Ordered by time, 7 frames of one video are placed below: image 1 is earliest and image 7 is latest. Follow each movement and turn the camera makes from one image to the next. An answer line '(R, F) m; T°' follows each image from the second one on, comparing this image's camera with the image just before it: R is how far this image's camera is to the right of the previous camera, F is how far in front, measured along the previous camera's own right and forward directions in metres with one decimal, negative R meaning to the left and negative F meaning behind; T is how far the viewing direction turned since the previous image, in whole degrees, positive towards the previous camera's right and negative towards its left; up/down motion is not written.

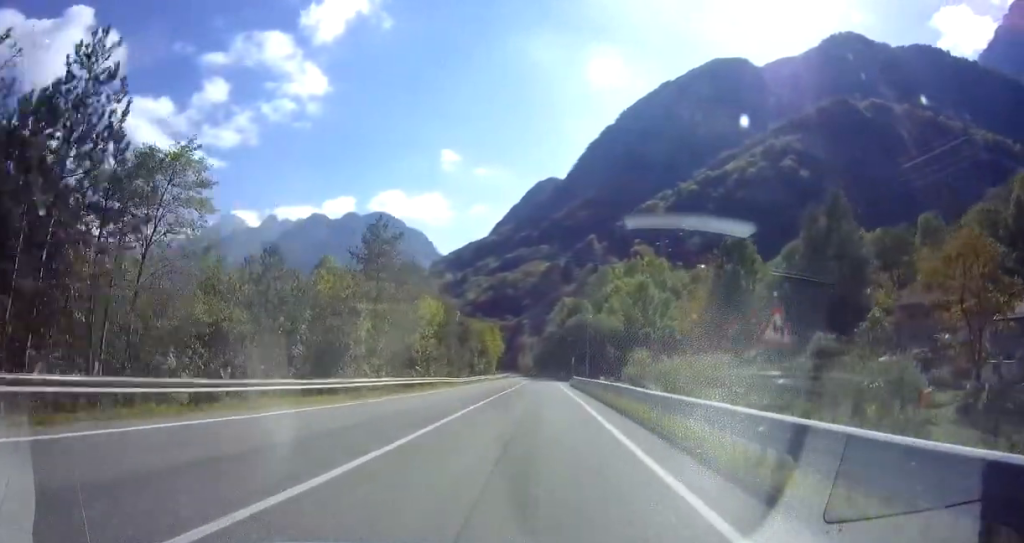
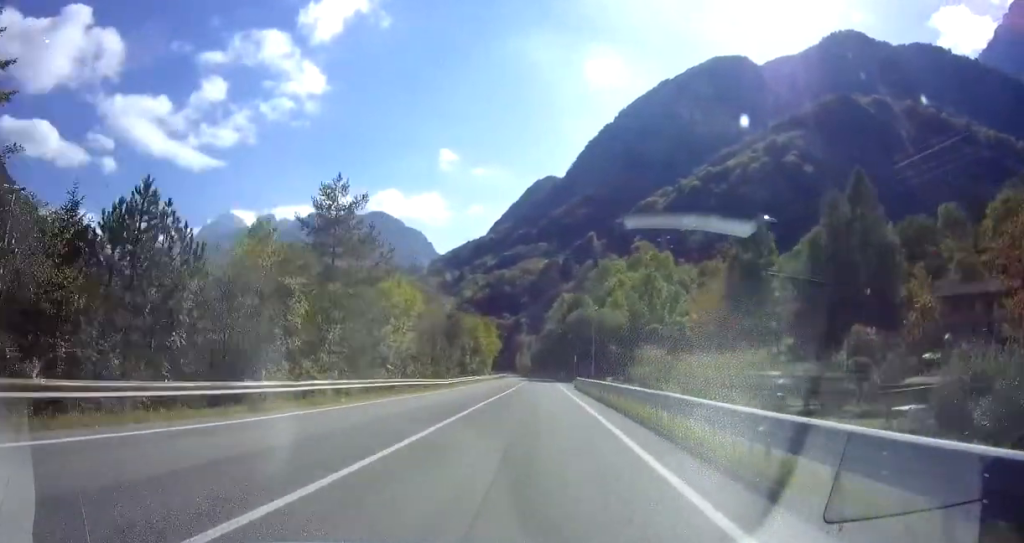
(0.0, +8.4) m; 0°
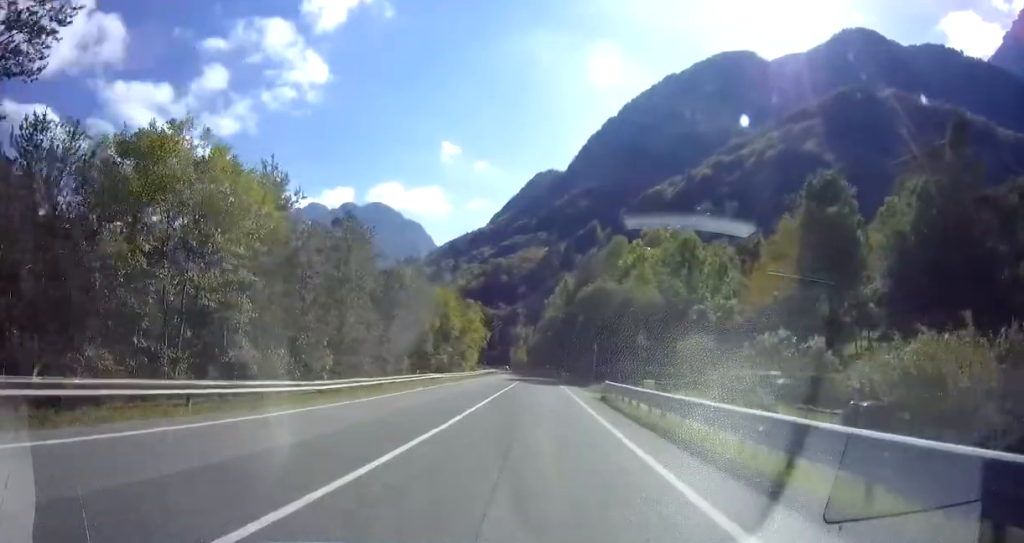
(0.0, +25.3) m; 0°
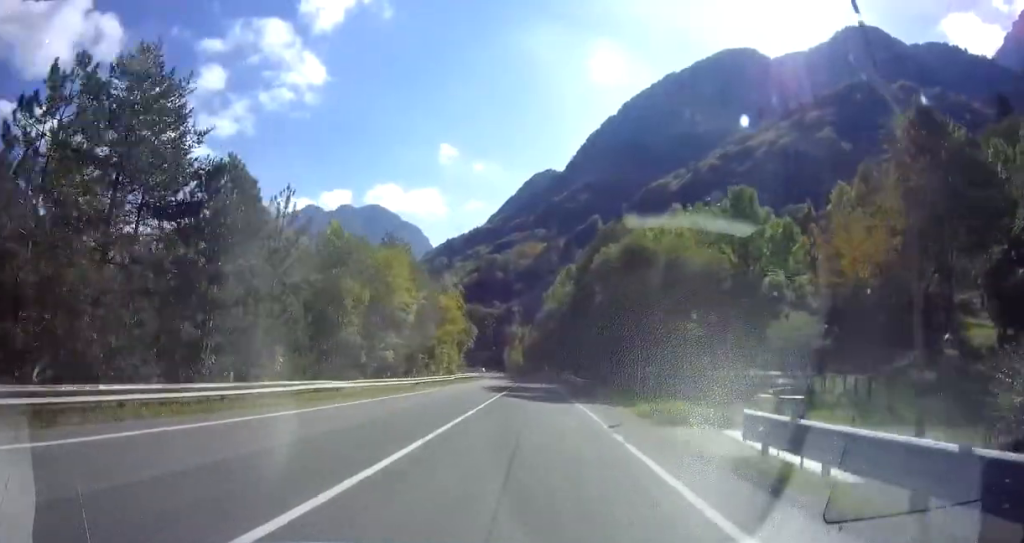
(0.0, +21.0) m; 0°
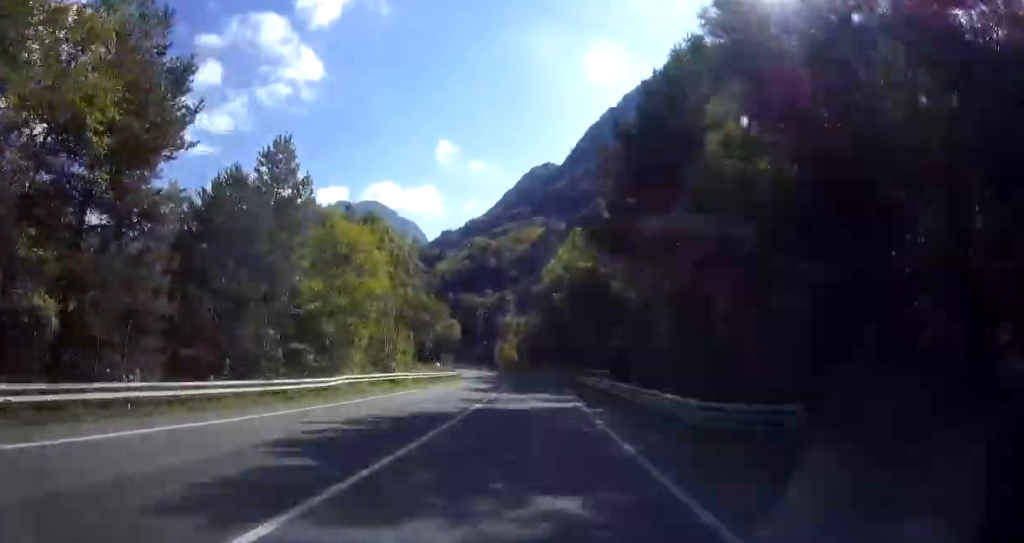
(+0.1, +30.1) m; 0°
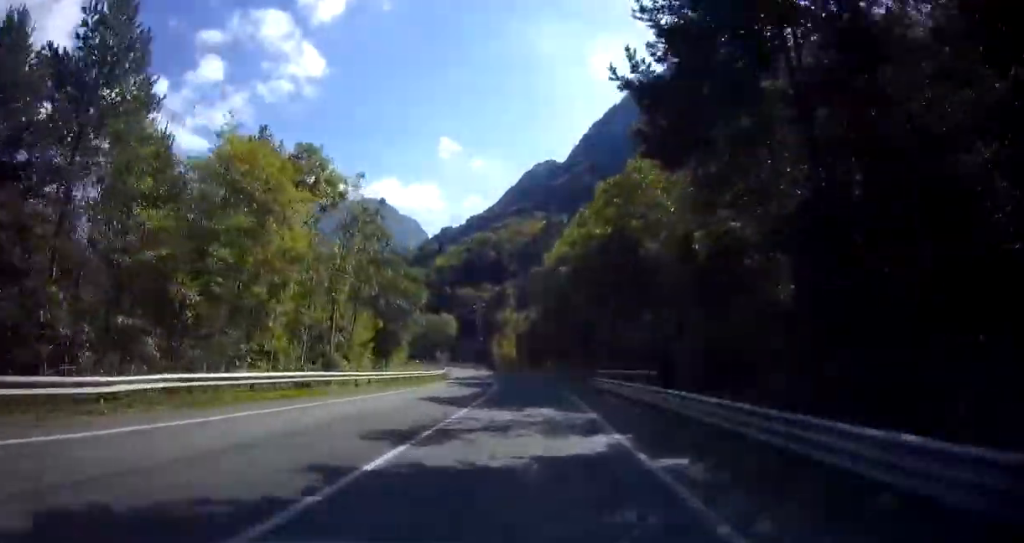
(+0.1, +11.9) m; 0°
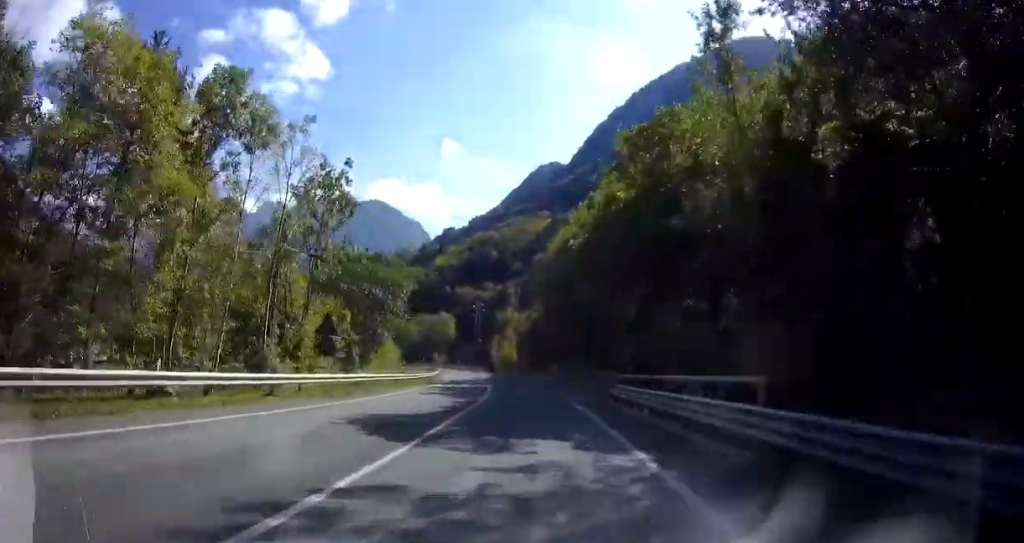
(0.0, +8.3) m; -1°
